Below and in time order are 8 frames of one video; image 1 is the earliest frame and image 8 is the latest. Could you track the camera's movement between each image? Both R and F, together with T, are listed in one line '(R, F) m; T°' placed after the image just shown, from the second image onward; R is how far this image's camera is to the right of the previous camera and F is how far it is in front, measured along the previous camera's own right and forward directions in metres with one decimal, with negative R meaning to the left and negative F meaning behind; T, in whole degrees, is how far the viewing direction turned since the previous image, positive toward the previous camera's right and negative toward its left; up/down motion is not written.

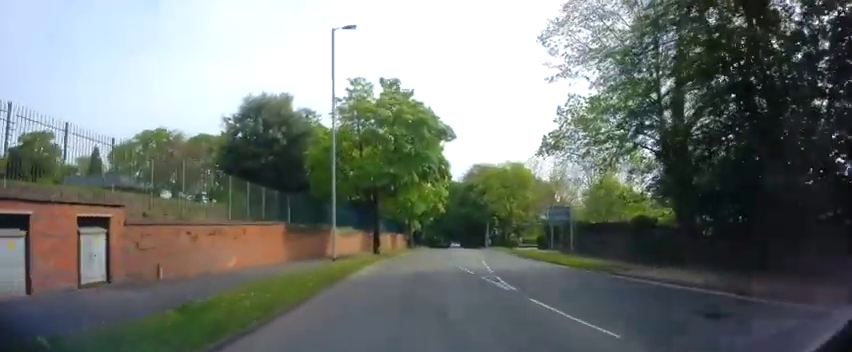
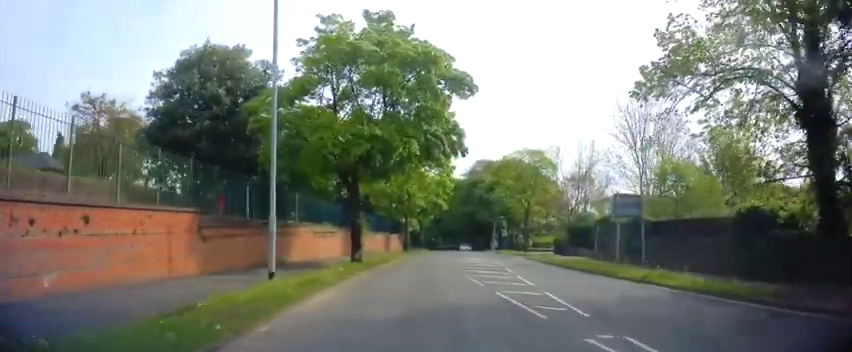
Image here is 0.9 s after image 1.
(-0.1, +9.5) m; 0°
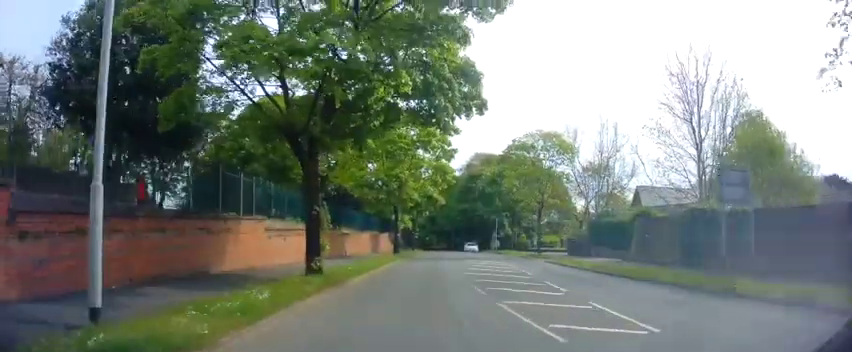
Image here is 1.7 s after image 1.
(0.0, +7.6) m; 0°
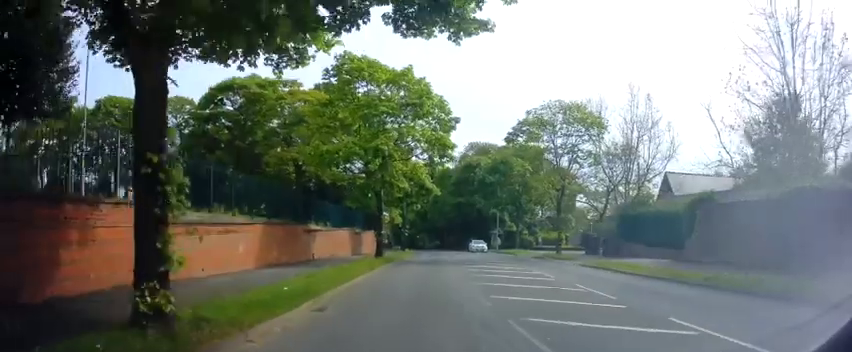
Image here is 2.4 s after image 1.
(+0.2, +8.1) m; +1°
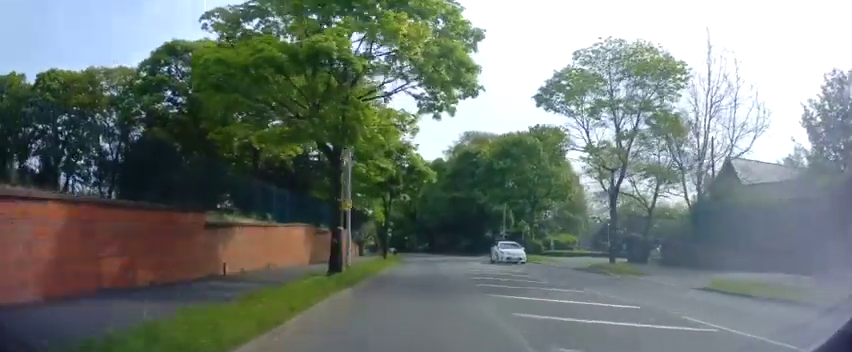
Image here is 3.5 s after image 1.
(-0.1, +11.3) m; 0°
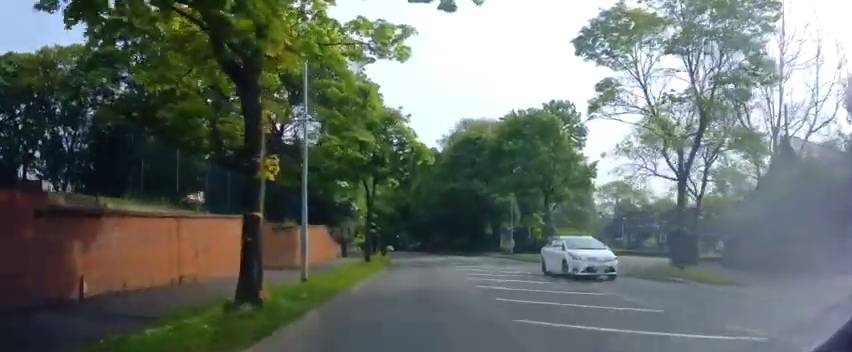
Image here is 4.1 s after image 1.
(0.0, +6.9) m; +1°
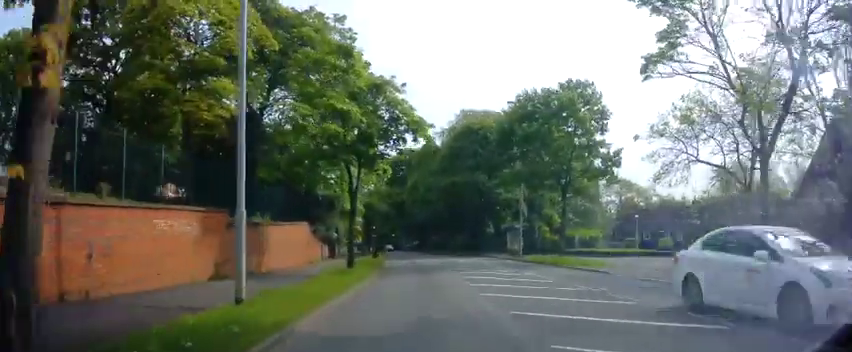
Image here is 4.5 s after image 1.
(0.0, +4.7) m; +1°
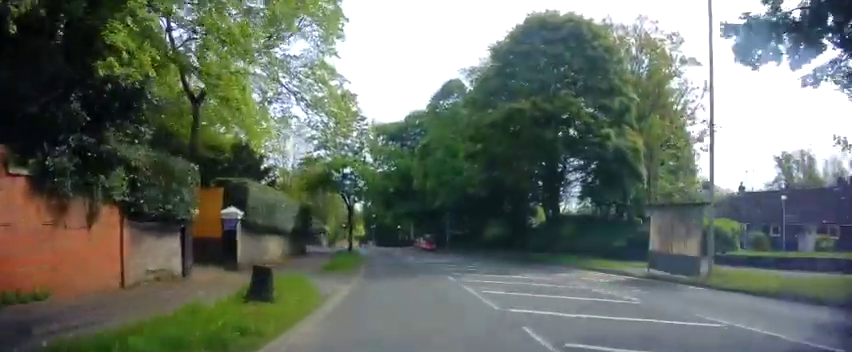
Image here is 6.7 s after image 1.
(+0.2, +23.6) m; 0°
